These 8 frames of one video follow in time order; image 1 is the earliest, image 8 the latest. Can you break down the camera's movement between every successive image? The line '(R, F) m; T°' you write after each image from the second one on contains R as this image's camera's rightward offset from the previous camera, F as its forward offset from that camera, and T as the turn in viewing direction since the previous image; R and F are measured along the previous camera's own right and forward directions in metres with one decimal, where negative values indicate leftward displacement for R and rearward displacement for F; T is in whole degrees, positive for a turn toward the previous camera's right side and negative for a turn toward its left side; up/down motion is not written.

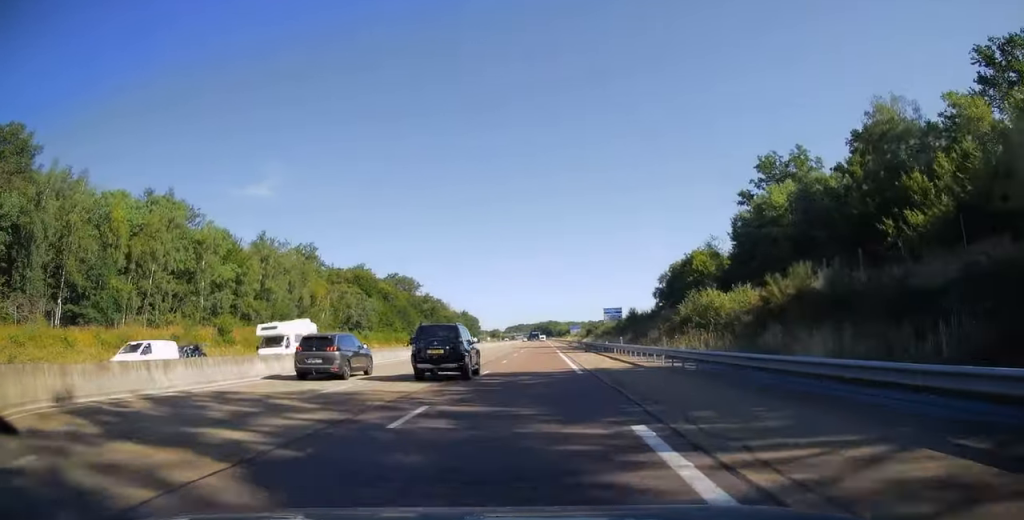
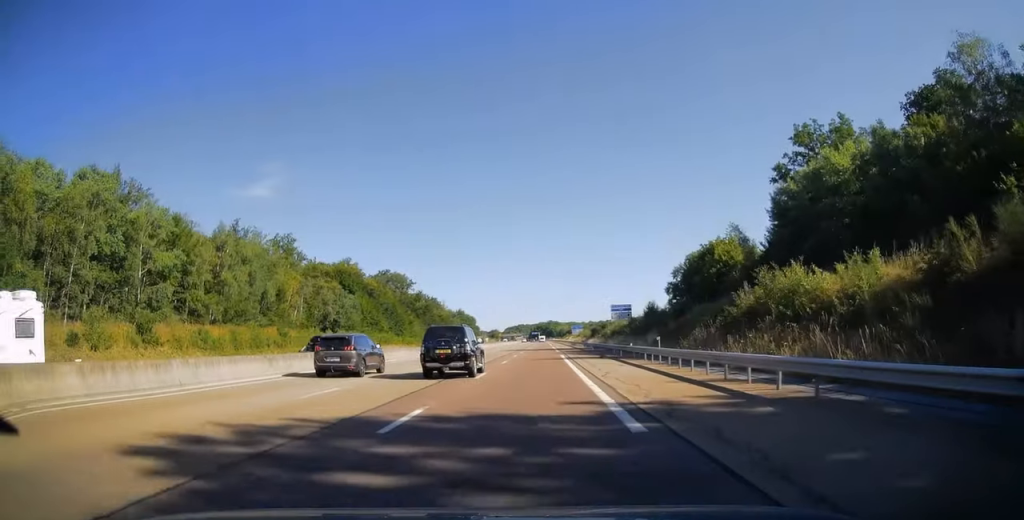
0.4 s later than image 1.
(0.0, +13.4) m; 0°
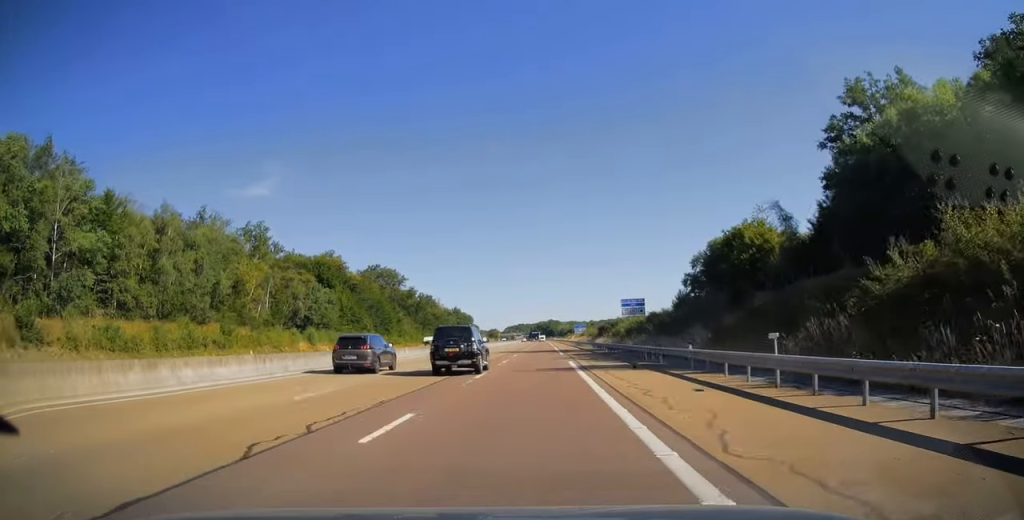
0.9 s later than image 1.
(0.0, +13.9) m; 0°
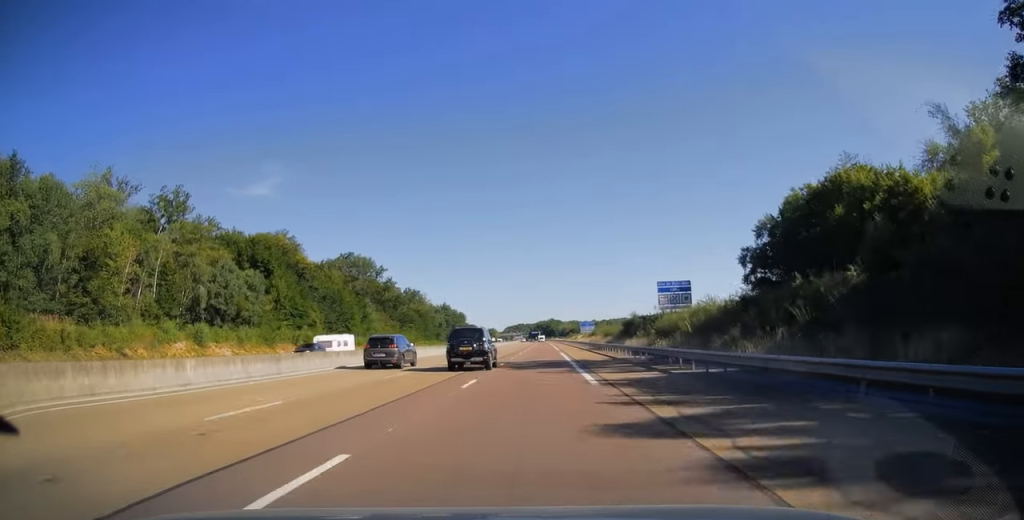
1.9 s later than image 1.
(0.0, +29.8) m; 0°
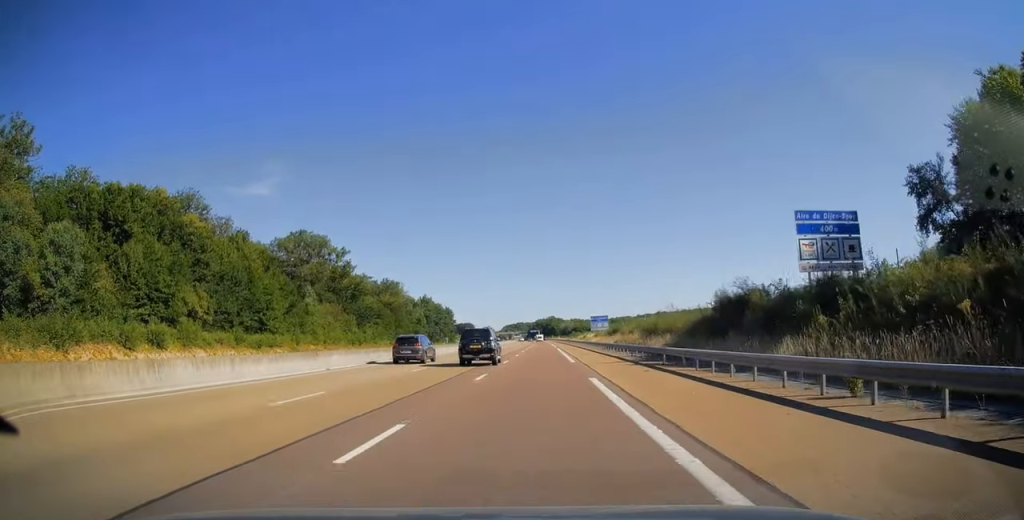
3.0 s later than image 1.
(-0.1, +36.3) m; 0°
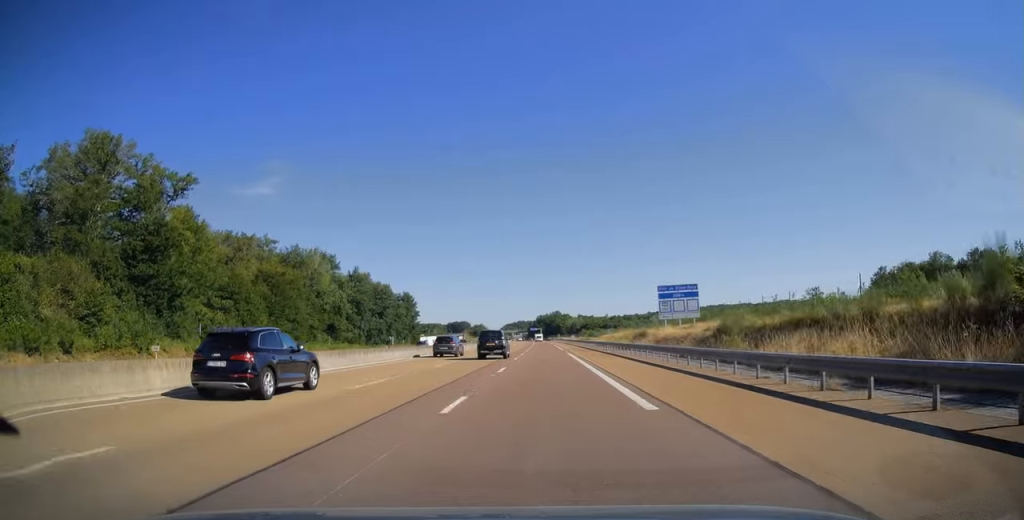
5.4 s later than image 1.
(-0.1, +73.2) m; 0°
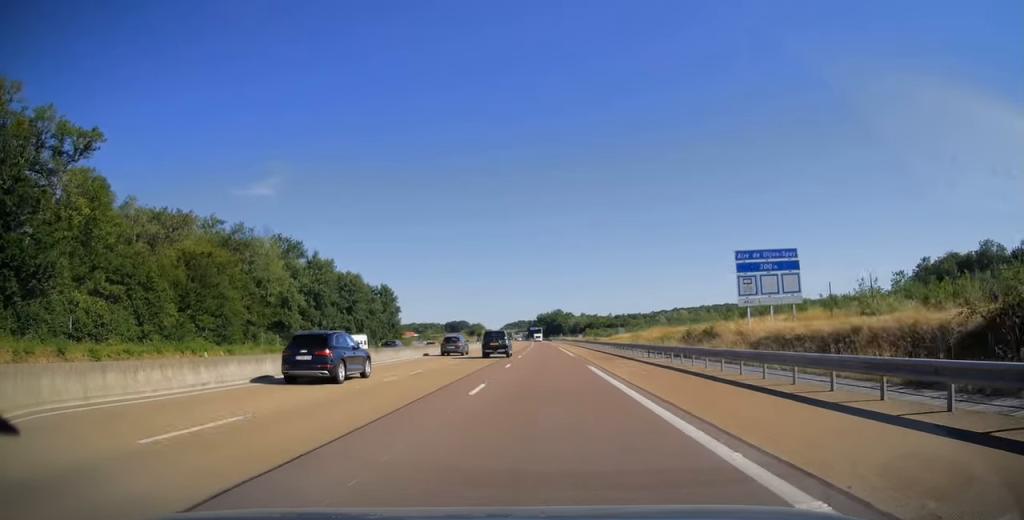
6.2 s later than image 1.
(+0.1, +22.3) m; 0°
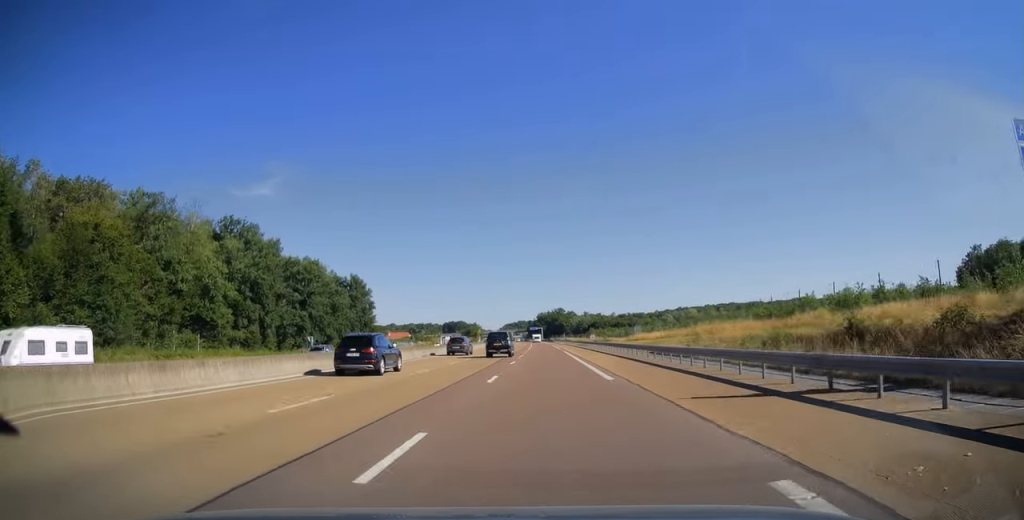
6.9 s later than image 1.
(0.0, +21.8) m; 0°
